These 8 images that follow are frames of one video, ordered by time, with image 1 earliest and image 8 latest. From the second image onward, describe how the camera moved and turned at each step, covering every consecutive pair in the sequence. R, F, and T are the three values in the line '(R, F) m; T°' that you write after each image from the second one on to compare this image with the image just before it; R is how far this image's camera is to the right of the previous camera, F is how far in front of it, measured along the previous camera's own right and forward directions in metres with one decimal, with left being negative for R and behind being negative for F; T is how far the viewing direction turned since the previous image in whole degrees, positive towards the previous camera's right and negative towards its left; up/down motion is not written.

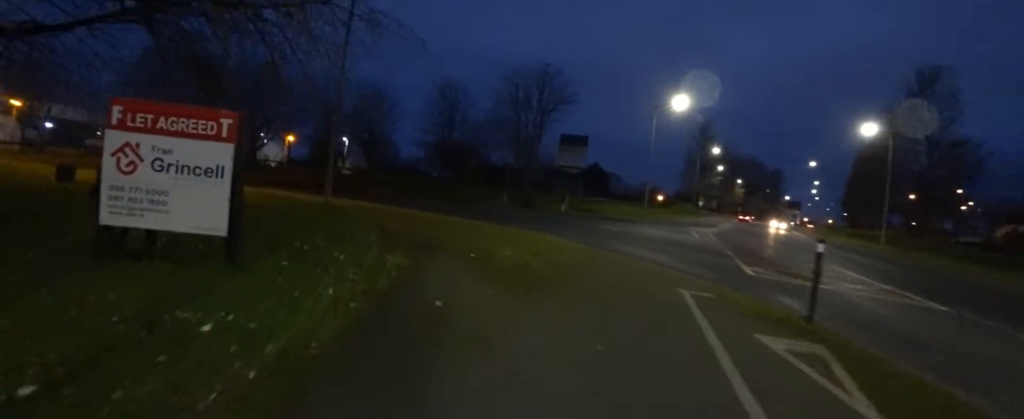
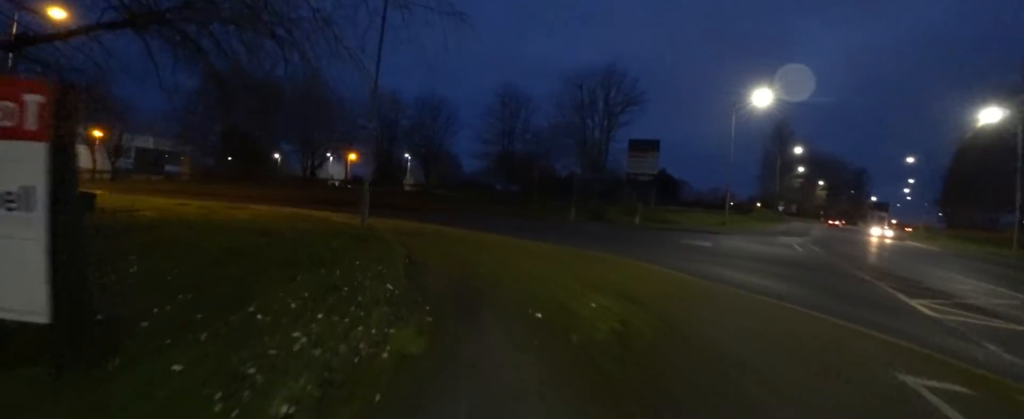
(0.0, +2.1) m; -10°
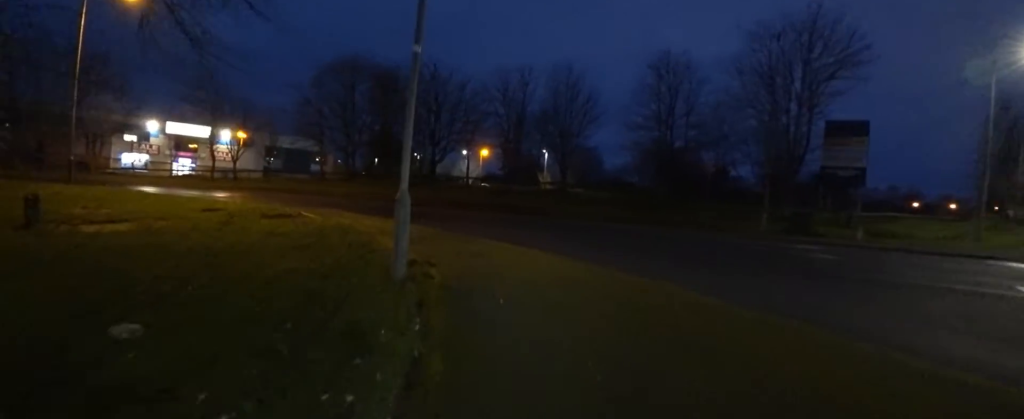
(-1.5, +6.7) m; -18°
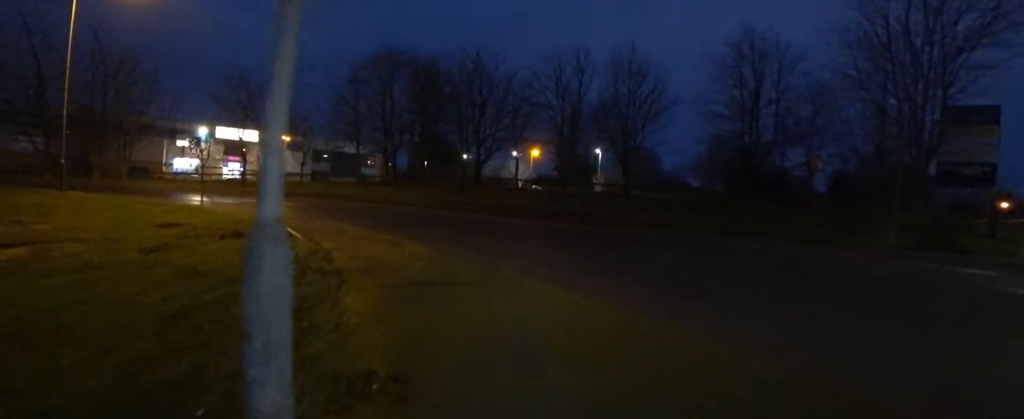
(-0.5, +3.5) m; -24°
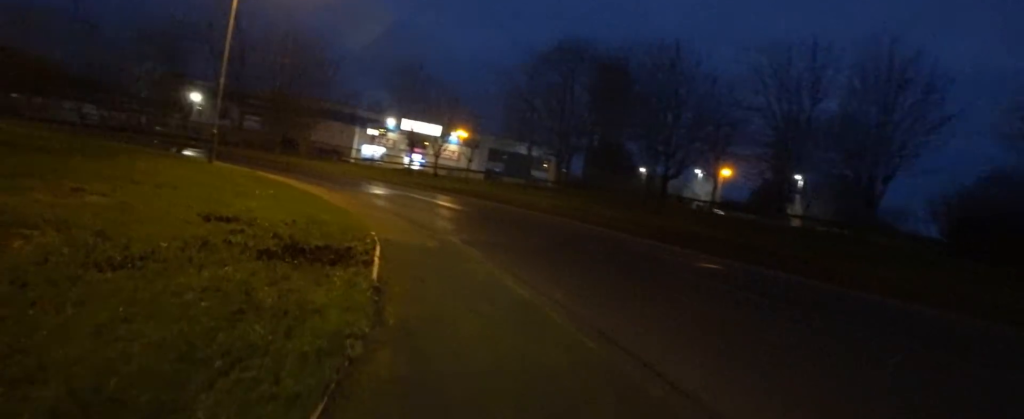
(-1.4, +4.0) m; -18°
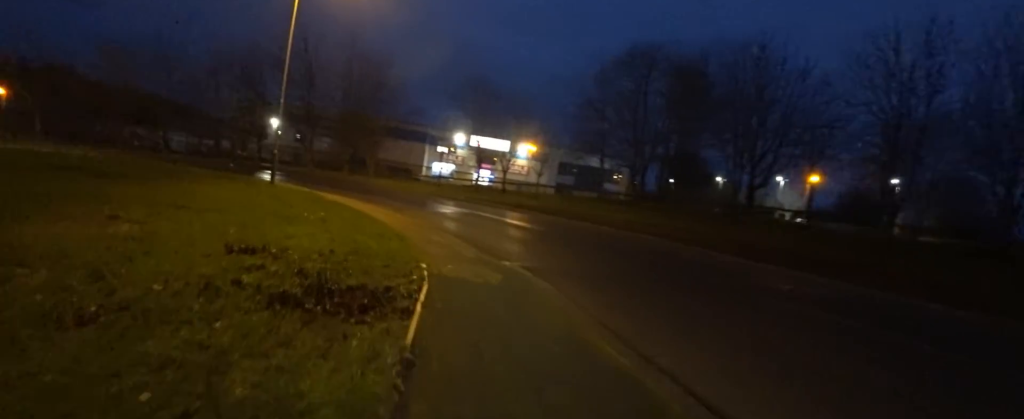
(+0.1, +1.3) m; -1°
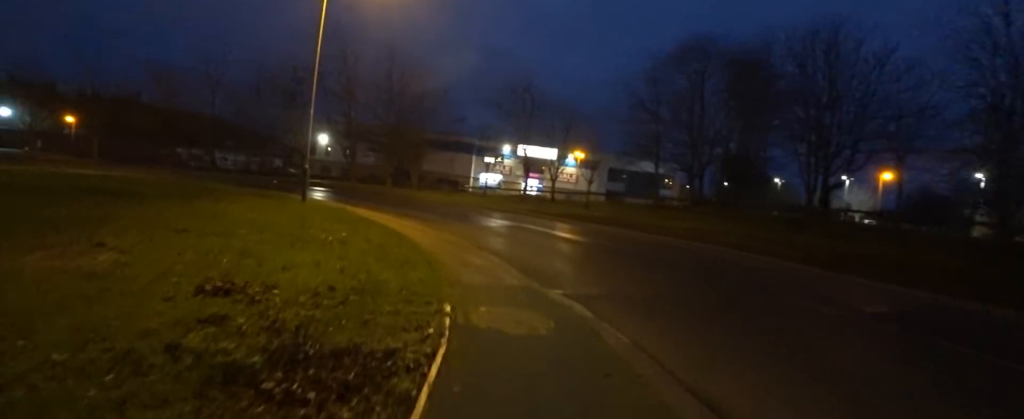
(+0.3, +1.5) m; 0°
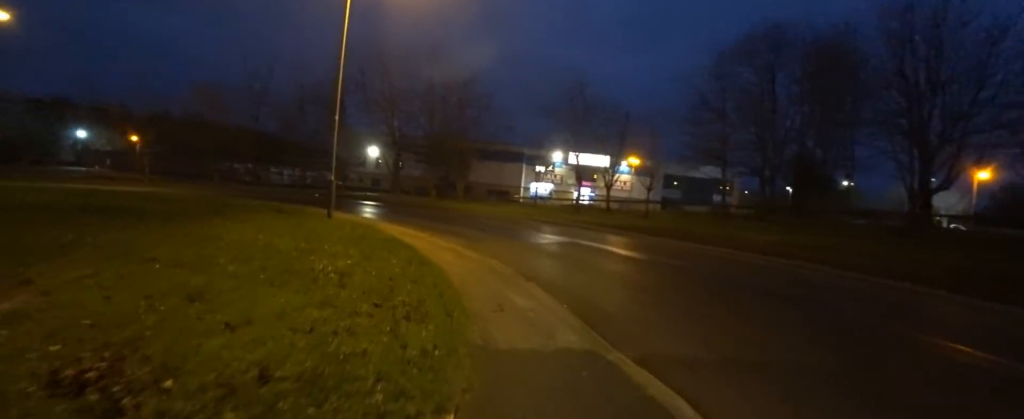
(-0.1, +2.0) m; -9°
